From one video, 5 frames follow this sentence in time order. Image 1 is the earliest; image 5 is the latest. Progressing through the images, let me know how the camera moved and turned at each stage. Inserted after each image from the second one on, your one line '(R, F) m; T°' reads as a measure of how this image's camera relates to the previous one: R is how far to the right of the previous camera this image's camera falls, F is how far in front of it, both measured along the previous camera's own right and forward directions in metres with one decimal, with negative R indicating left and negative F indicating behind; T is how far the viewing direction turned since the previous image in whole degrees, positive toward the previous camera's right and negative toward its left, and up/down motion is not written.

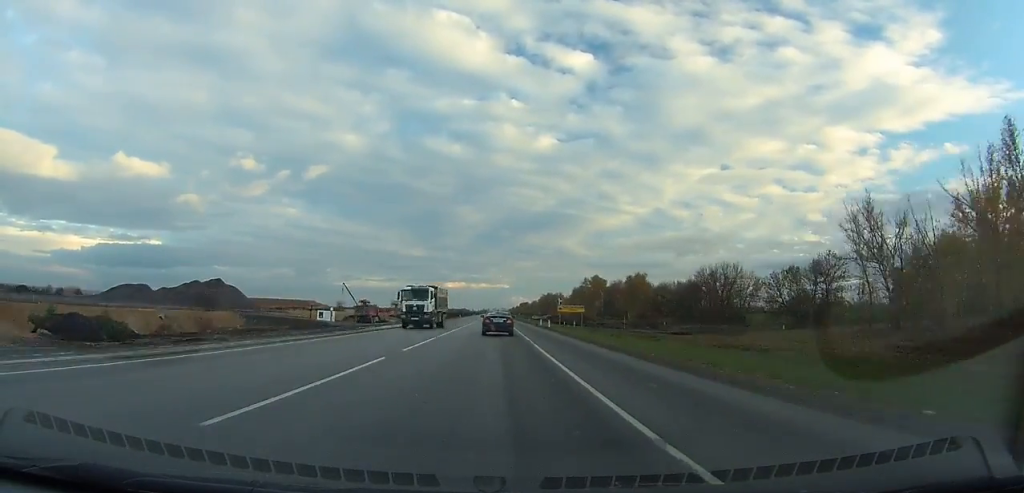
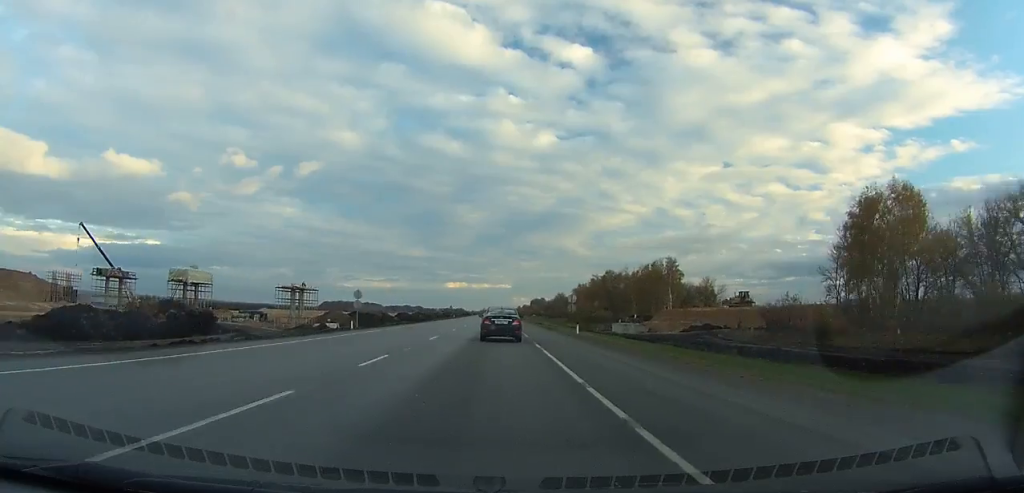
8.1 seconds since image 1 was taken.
(-0.3, +226.5) m; 0°
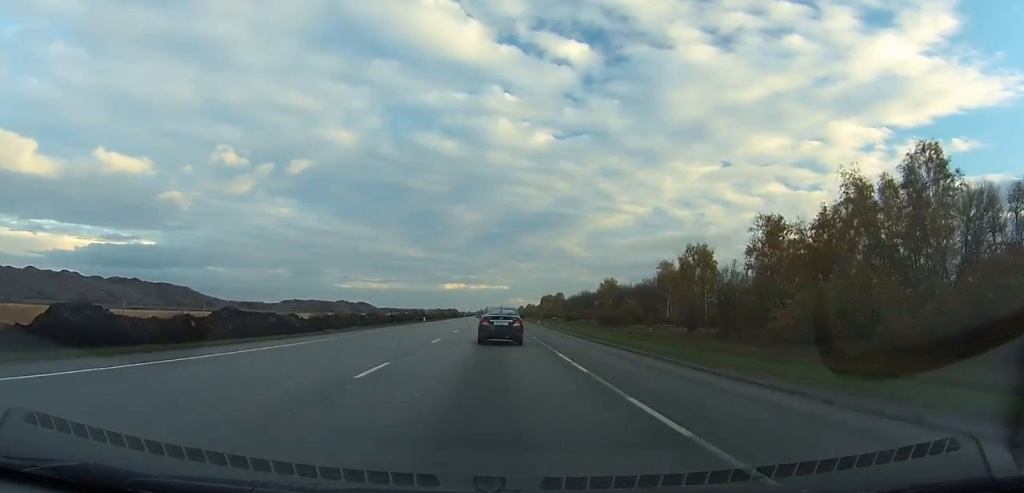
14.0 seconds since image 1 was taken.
(0.0, +151.9) m; 0°
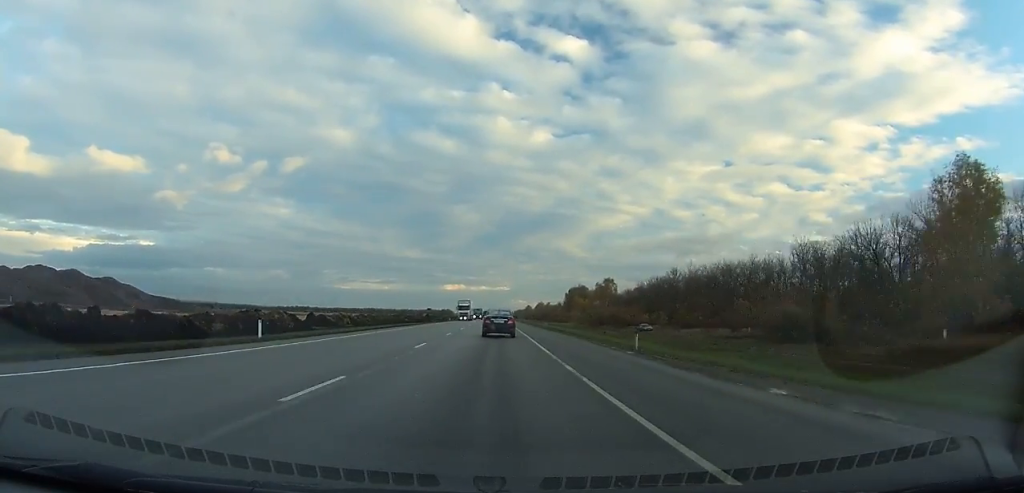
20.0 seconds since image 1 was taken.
(-0.1, +143.4) m; 0°
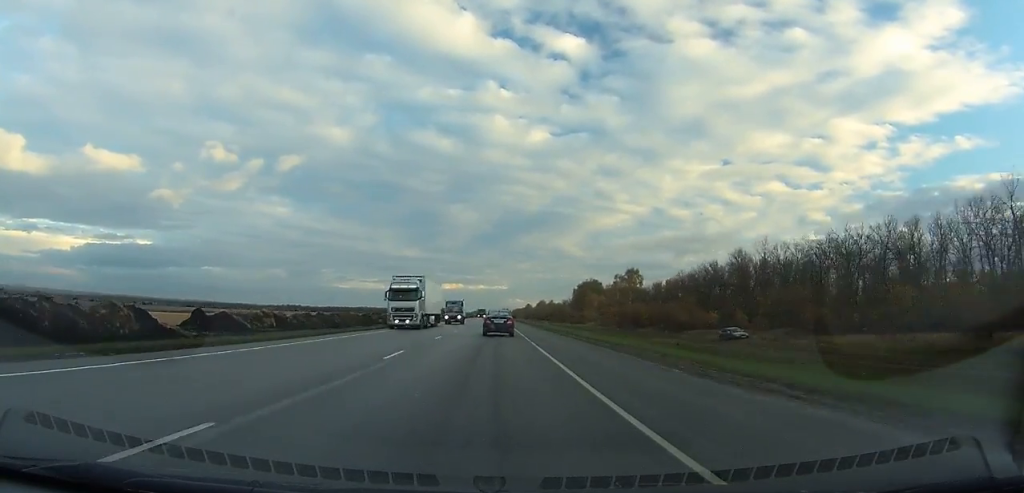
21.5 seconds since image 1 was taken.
(0.0, +36.9) m; 0°
